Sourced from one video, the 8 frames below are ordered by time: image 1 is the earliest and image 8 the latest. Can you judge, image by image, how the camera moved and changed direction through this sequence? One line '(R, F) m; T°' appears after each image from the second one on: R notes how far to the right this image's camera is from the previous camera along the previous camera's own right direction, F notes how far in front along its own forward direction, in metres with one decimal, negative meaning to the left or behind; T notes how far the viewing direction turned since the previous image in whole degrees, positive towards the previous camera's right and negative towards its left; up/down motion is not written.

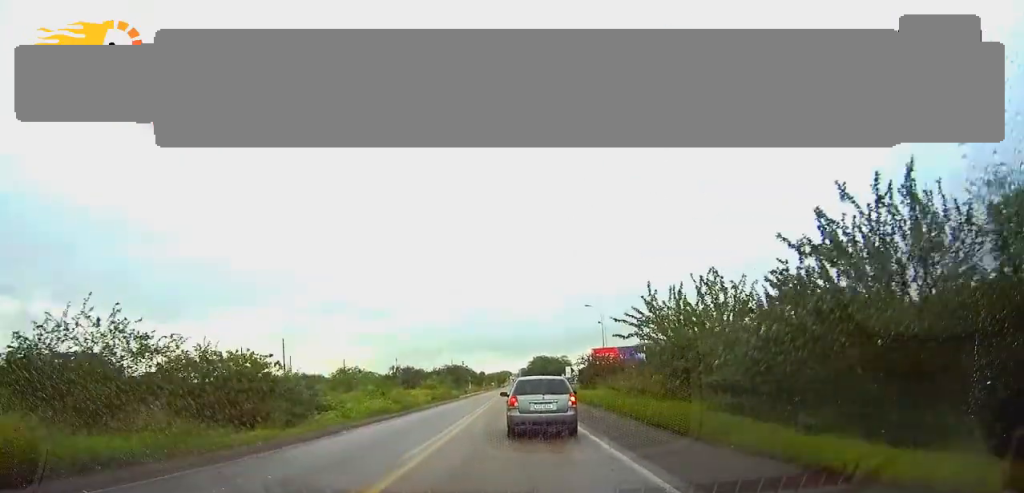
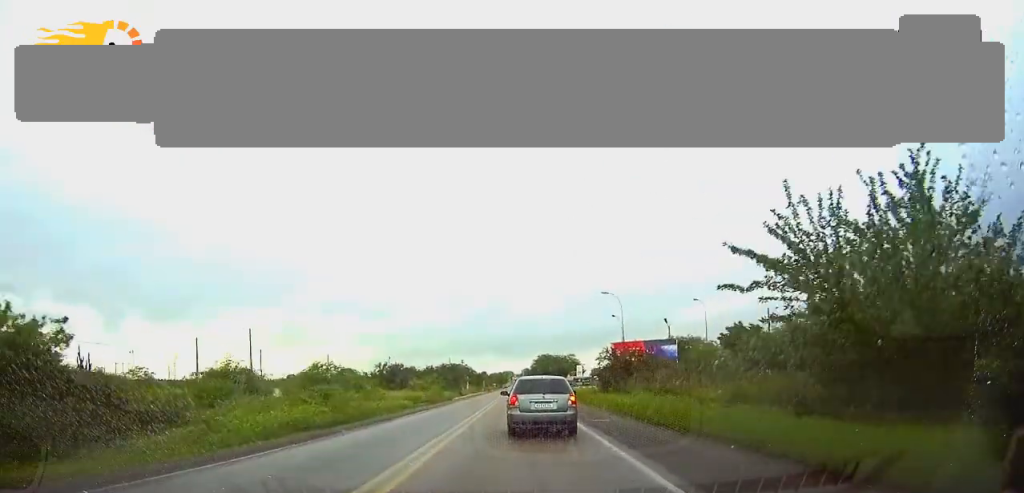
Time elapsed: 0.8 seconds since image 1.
(0.0, +15.8) m; 0°
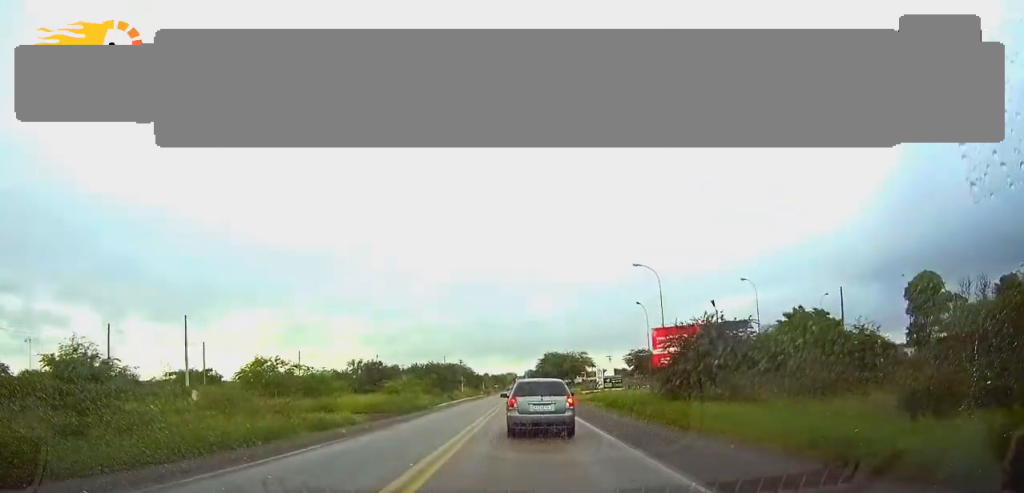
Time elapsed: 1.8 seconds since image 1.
(0.0, +21.1) m; 0°
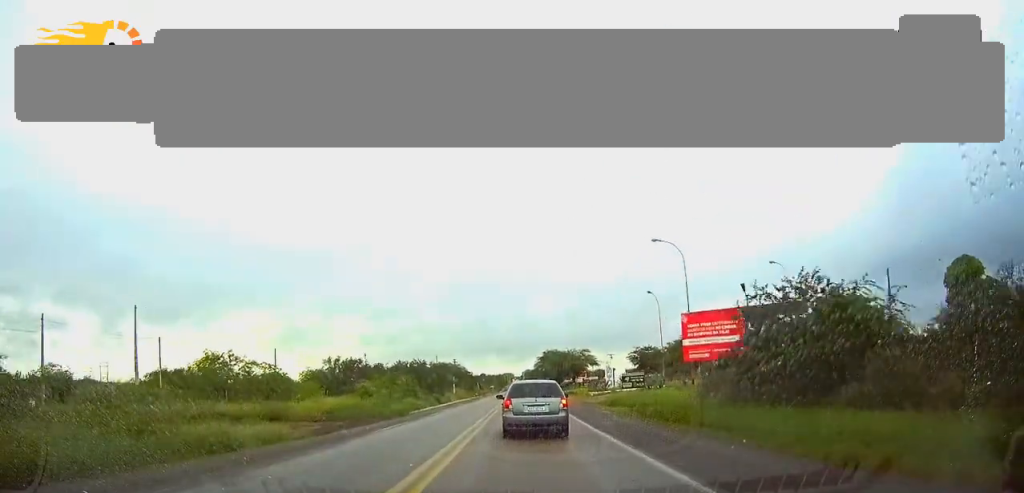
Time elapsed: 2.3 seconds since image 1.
(-0.1, +10.8) m; 0°
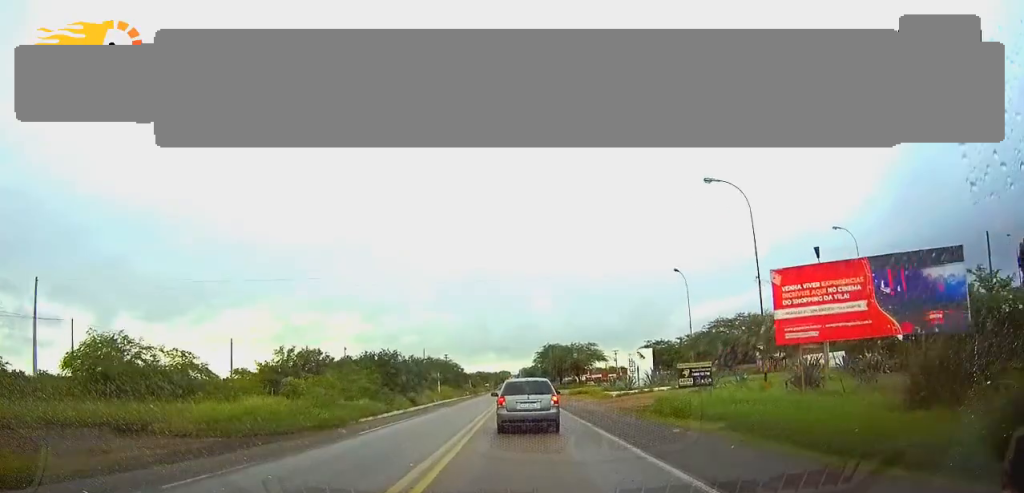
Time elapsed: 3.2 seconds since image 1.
(0.0, +16.6) m; 0°
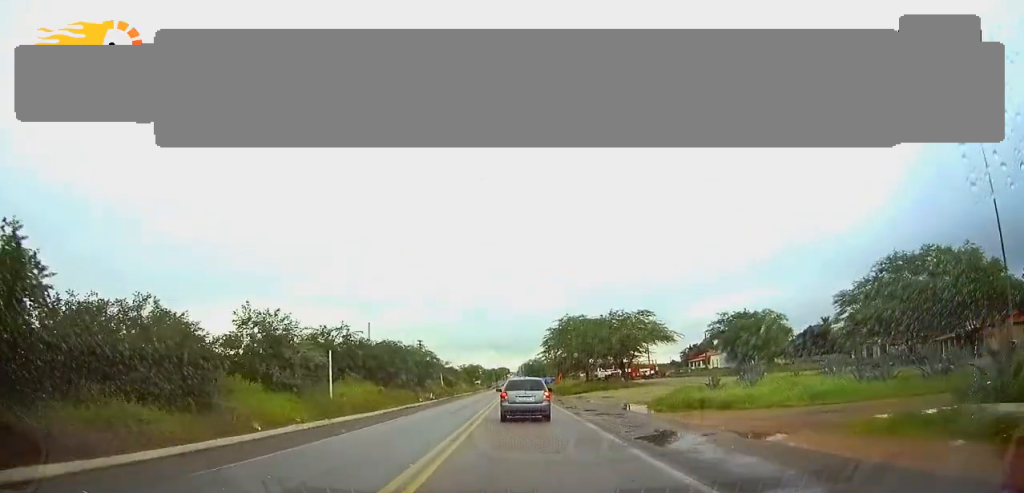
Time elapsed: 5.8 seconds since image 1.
(+0.3, +51.9) m; 0°
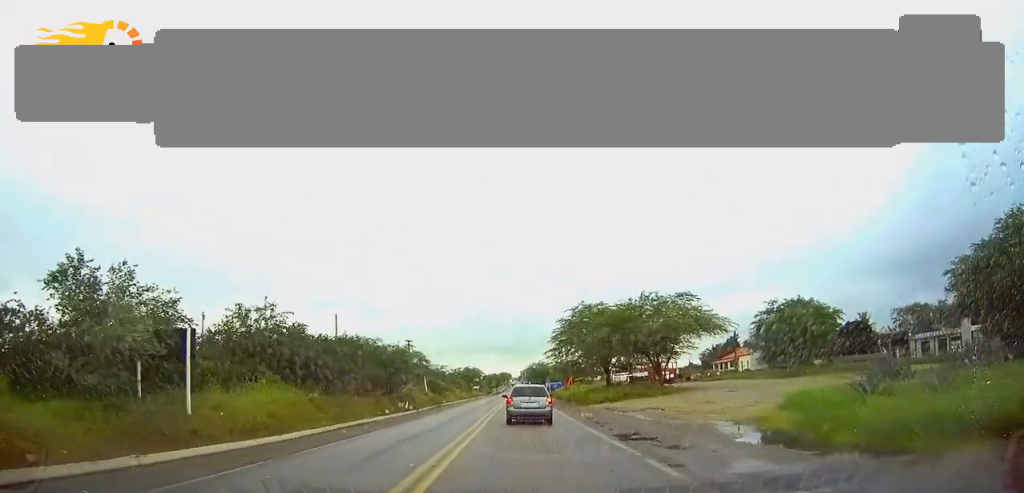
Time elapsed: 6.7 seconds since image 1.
(-0.1, +17.2) m; 0°
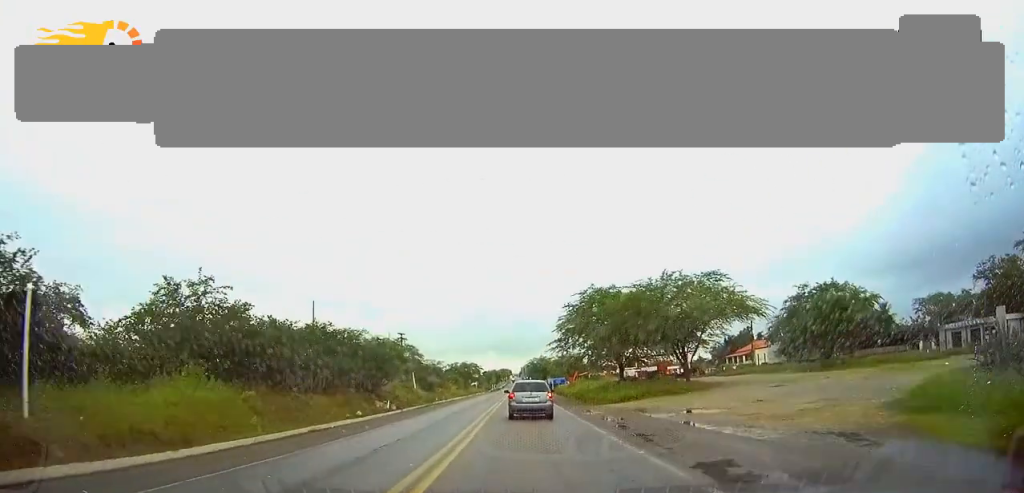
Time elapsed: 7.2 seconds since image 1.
(+0.1, +8.3) m; 0°
